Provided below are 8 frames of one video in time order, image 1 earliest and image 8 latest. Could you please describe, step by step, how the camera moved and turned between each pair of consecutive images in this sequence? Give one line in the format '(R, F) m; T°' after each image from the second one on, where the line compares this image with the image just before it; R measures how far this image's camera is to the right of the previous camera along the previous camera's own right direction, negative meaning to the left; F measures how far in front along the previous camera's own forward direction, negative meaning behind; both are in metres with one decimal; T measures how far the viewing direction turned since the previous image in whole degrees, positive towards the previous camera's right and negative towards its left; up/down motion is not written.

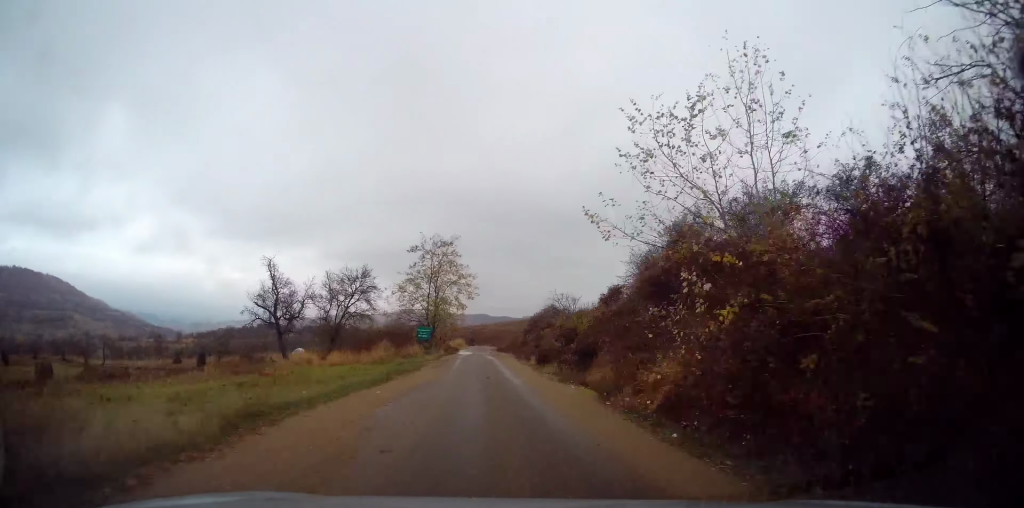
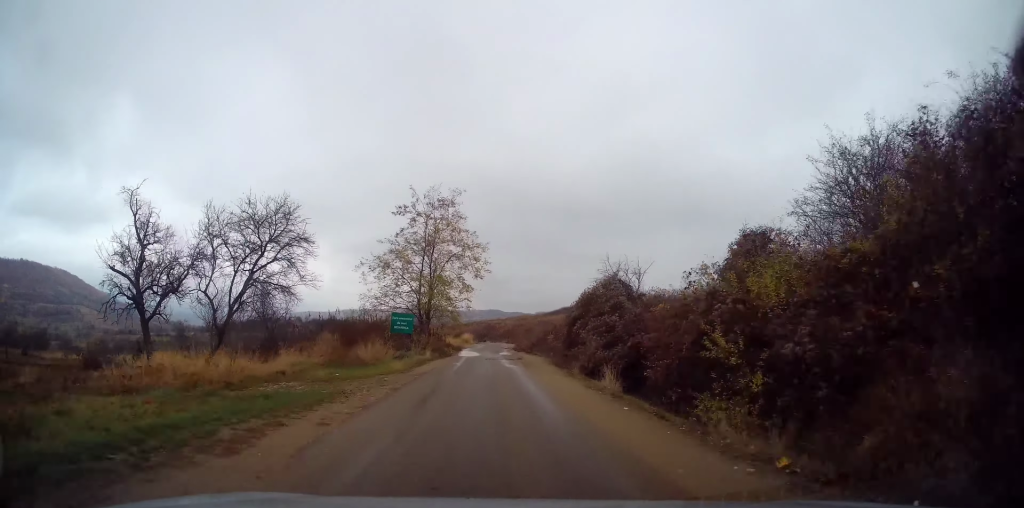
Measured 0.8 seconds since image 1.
(-0.4, +14.6) m; -3°
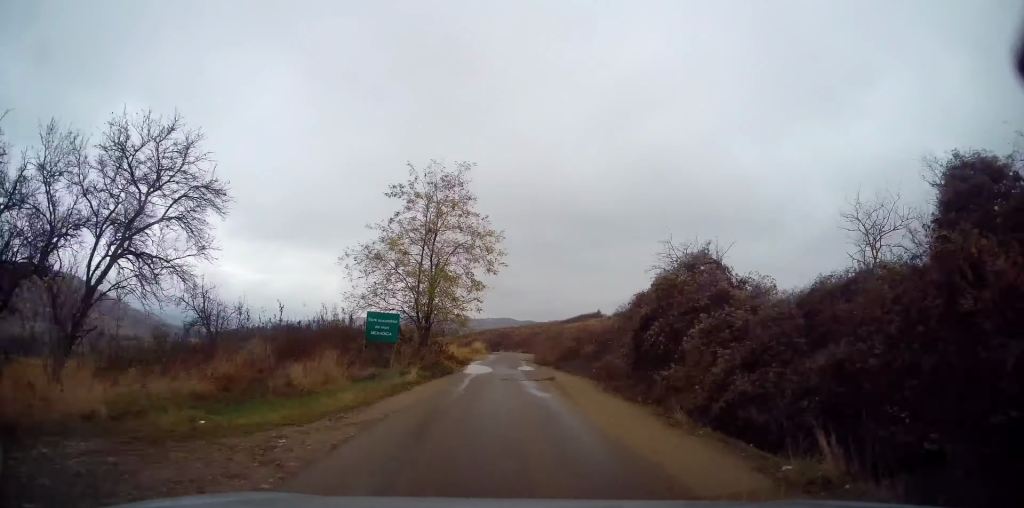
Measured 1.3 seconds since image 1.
(-0.2, +7.9) m; -1°
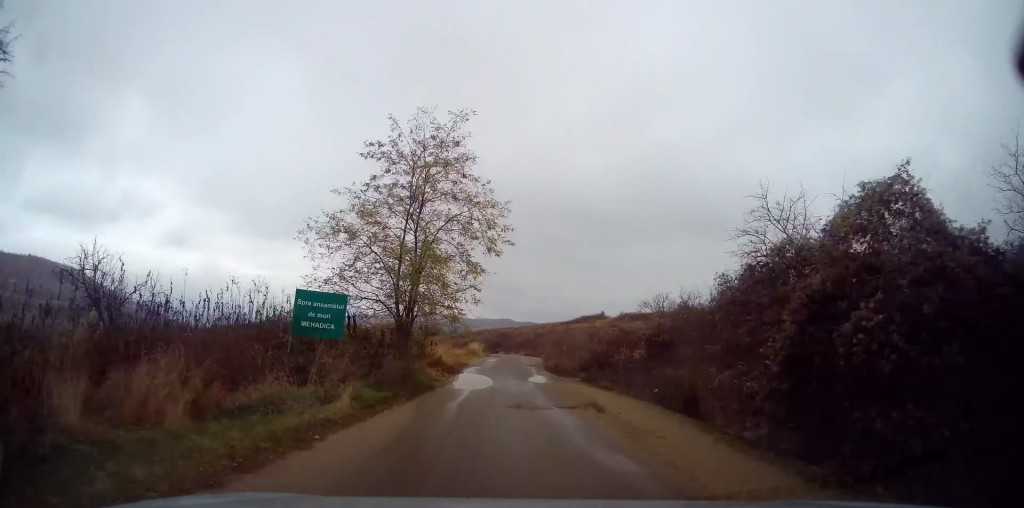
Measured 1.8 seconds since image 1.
(-0.1, +7.8) m; -1°
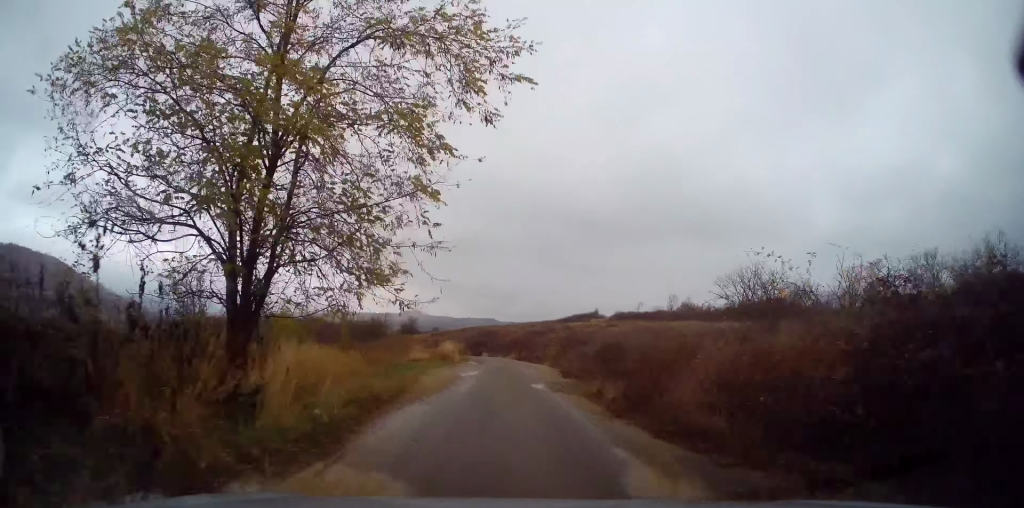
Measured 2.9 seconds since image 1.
(-0.3, +17.8) m; +1°
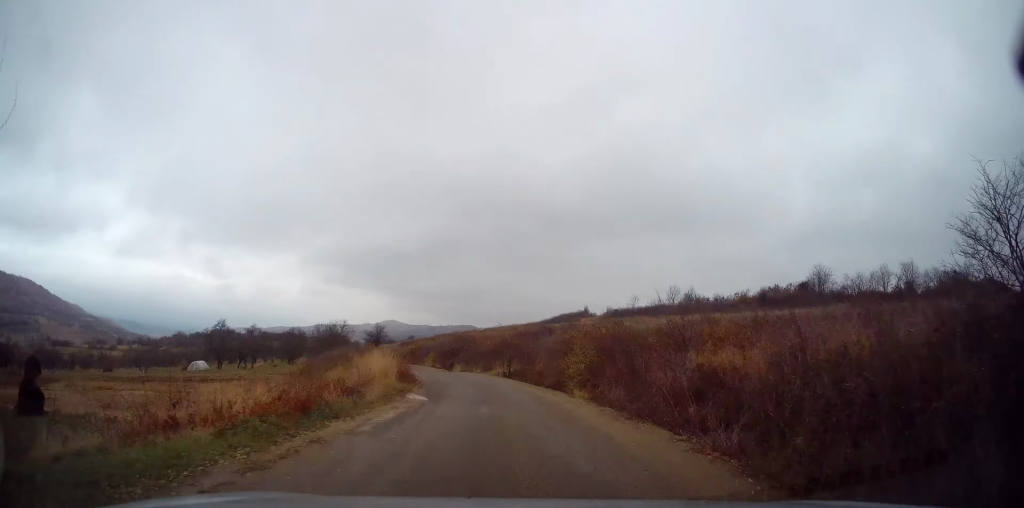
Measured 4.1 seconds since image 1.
(+0.7, +18.6) m; +3°
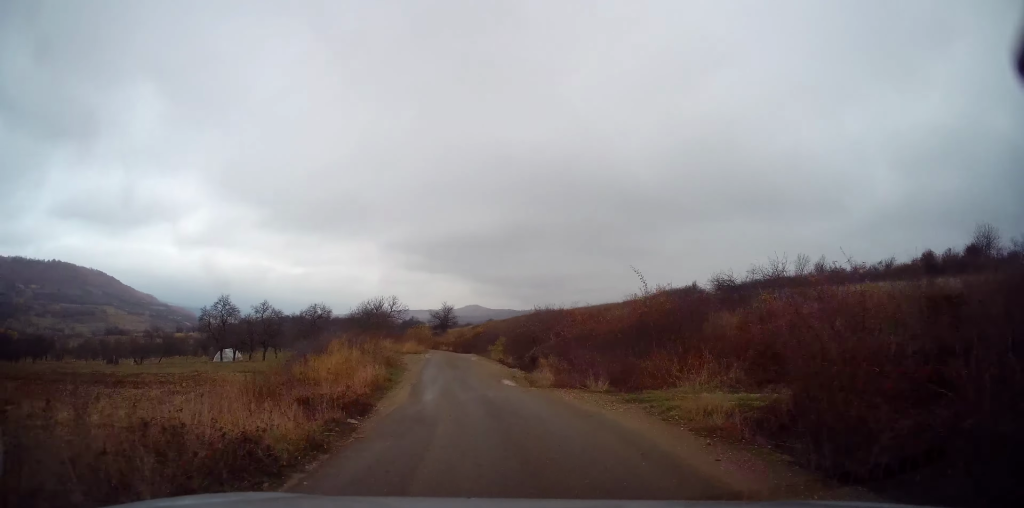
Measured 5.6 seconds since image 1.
(-0.6, +23.2) m; -7°
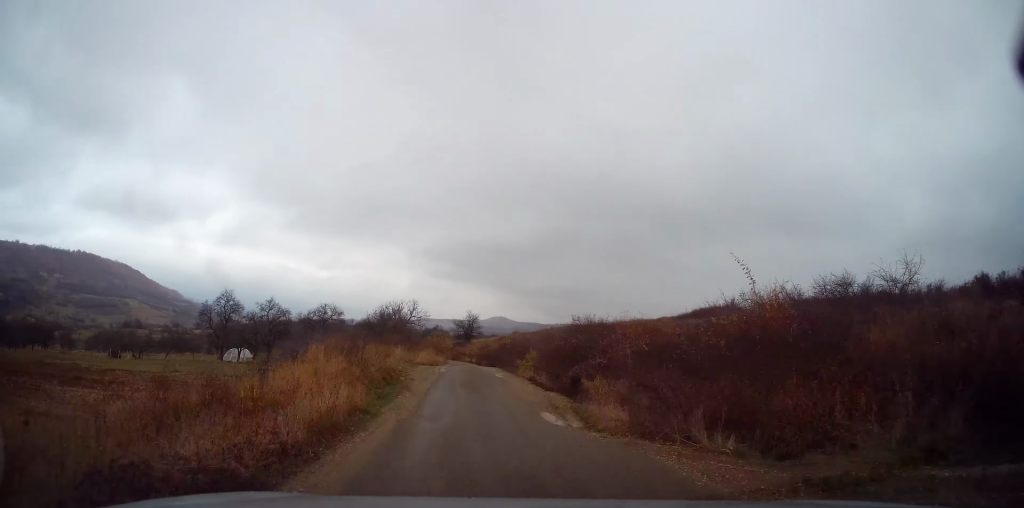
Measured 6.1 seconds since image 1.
(-0.1, +6.3) m; -2°
